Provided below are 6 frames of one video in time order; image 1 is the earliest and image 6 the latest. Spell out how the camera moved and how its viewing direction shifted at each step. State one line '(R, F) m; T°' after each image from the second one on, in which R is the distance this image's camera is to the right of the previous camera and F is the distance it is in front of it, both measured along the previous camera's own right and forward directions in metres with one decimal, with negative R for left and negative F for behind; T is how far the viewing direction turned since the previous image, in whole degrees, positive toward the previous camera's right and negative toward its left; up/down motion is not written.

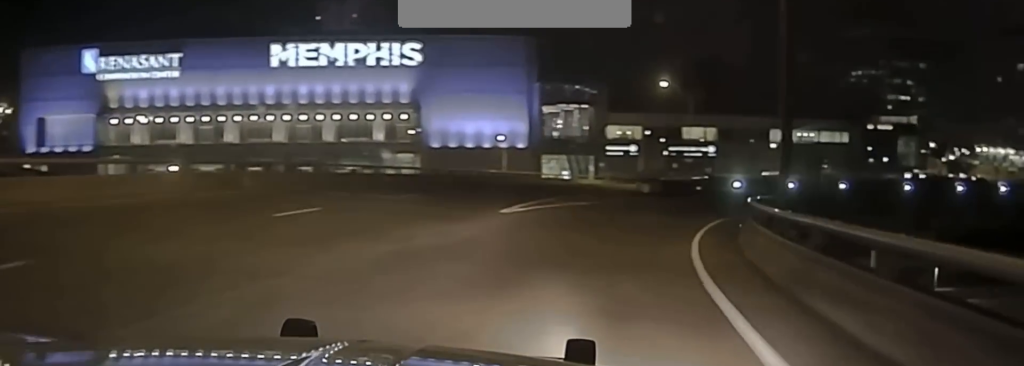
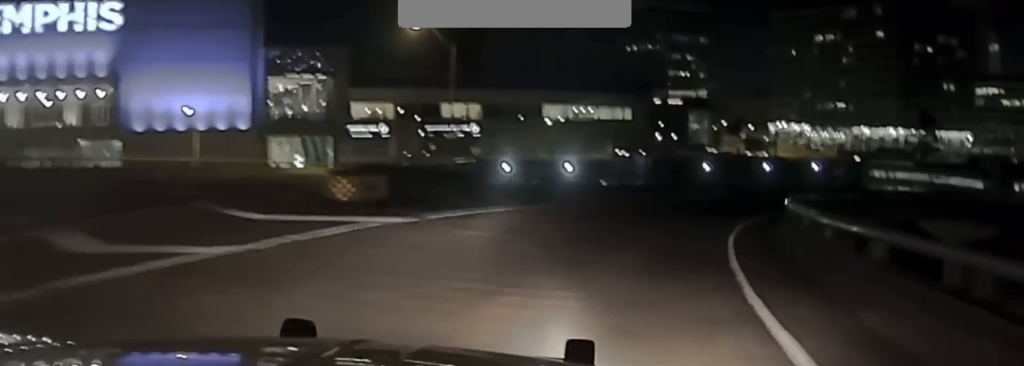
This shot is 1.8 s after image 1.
(+4.4, +28.4) m; +16°
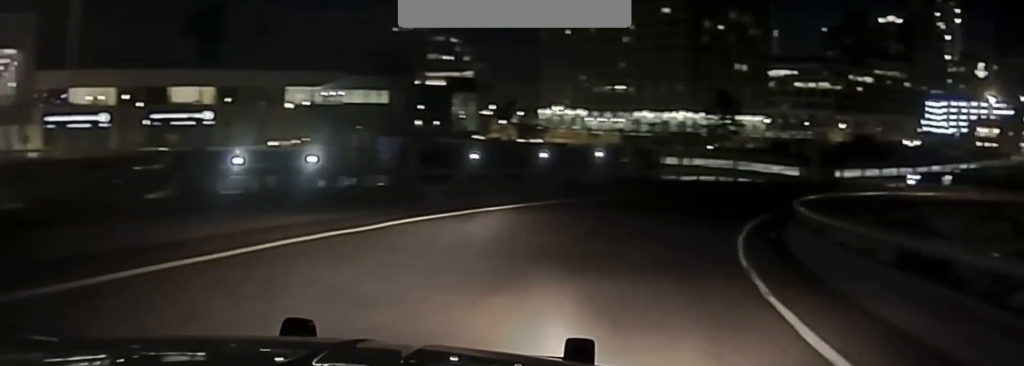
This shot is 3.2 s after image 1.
(+2.7, +28.0) m; +12°
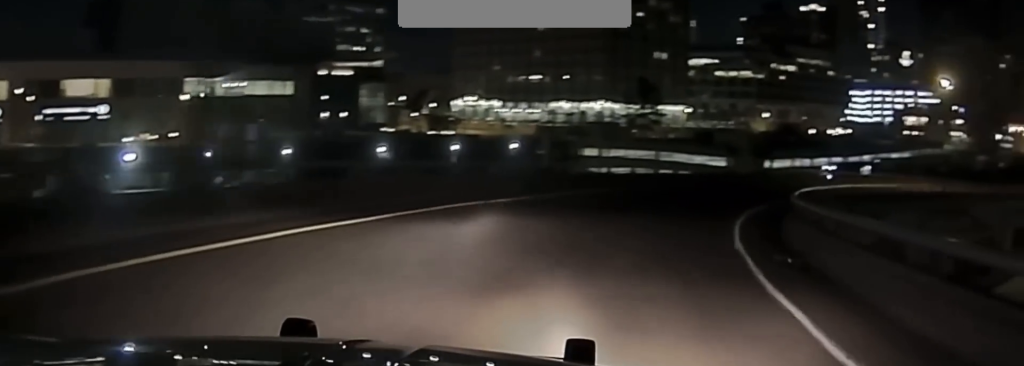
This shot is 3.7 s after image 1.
(+0.3, +9.4) m; +6°
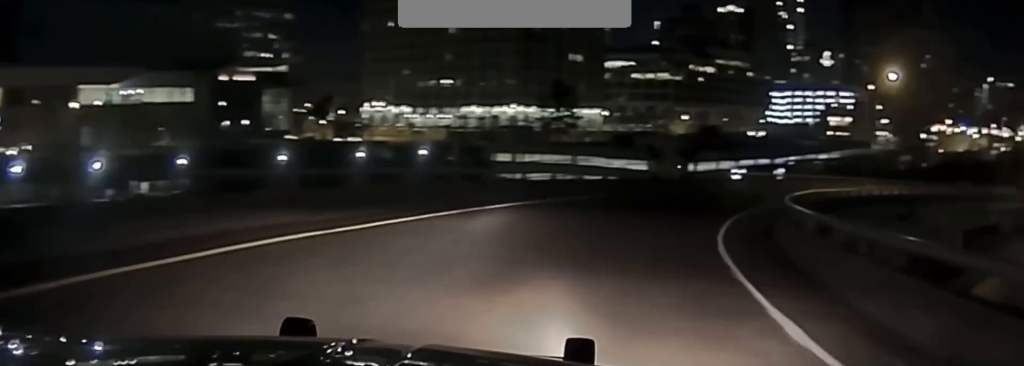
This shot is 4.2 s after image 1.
(+0.4, +8.5) m; +6°
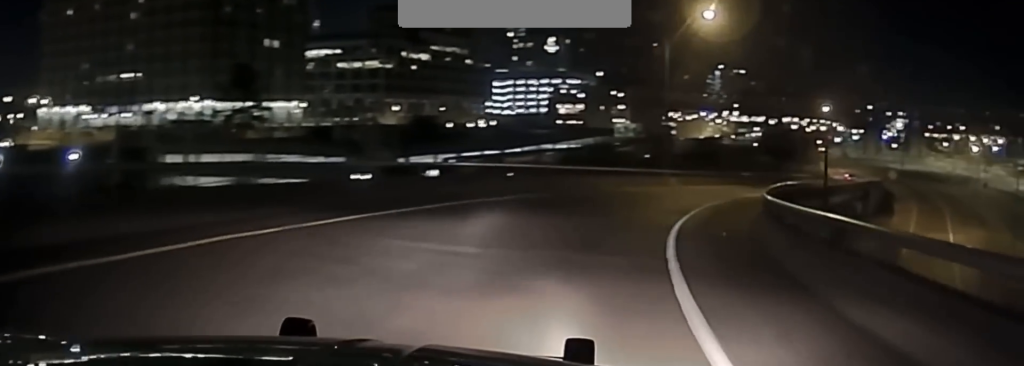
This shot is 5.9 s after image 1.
(+5.1, +28.9) m; +19°
